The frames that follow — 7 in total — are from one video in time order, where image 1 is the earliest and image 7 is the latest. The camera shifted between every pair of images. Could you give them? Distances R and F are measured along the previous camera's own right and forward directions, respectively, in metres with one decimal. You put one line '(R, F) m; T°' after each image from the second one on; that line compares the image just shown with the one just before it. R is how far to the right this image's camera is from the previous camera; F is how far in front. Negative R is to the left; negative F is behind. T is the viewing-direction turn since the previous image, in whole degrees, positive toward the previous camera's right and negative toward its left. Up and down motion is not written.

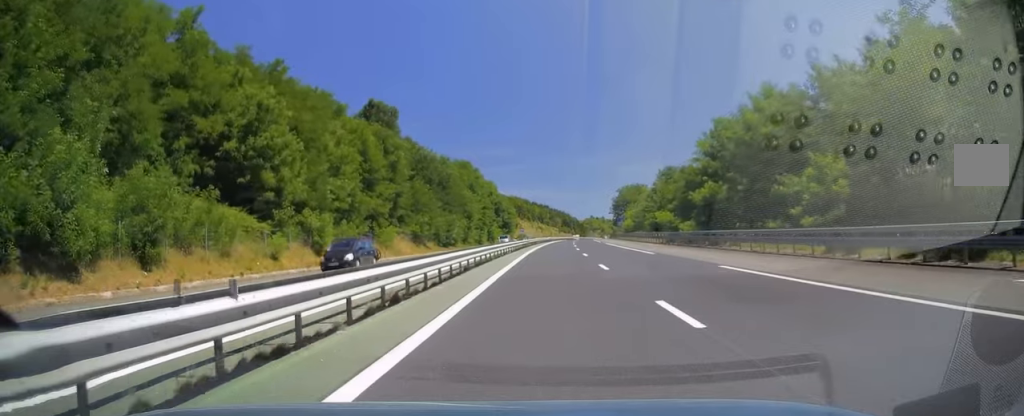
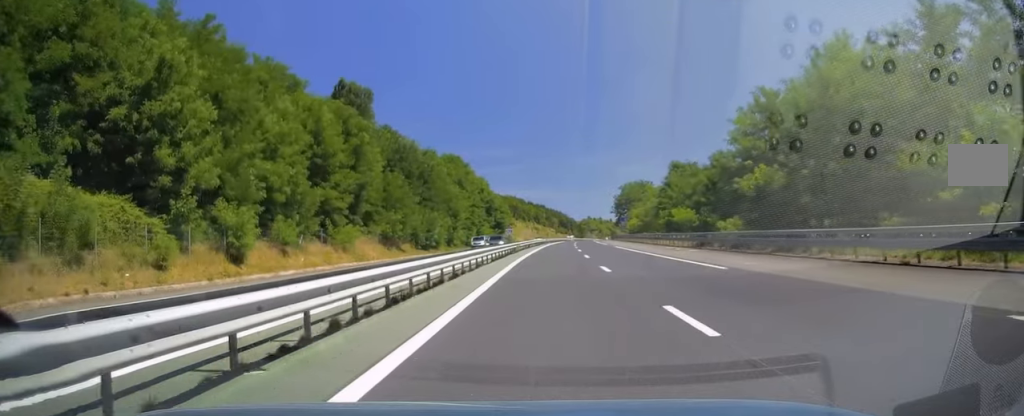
(+0.1, +13.7) m; +1°
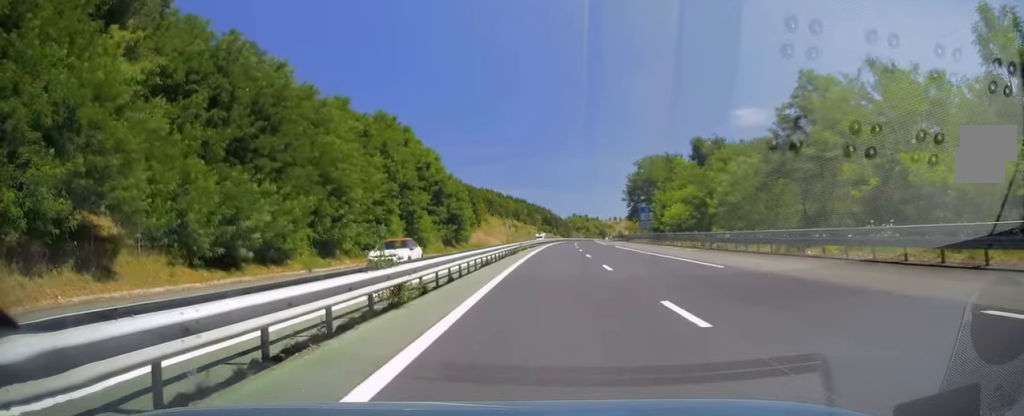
(+0.7, +51.3) m; +2°
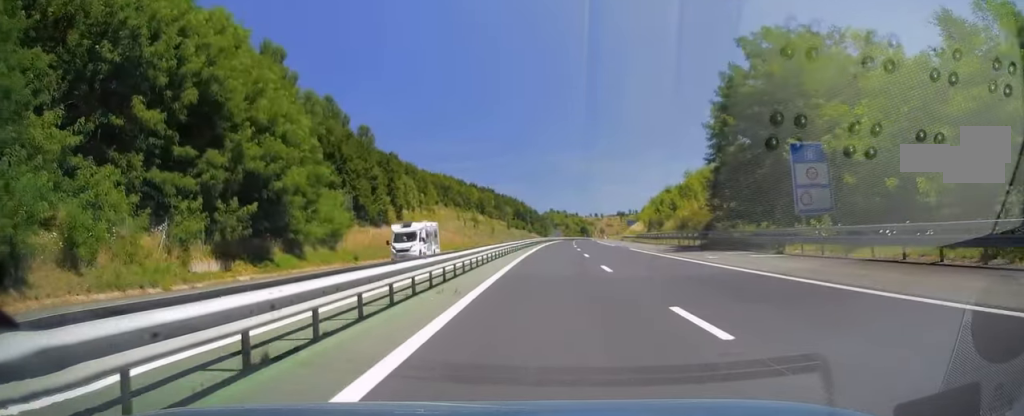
(+0.5, +66.0) m; +1°
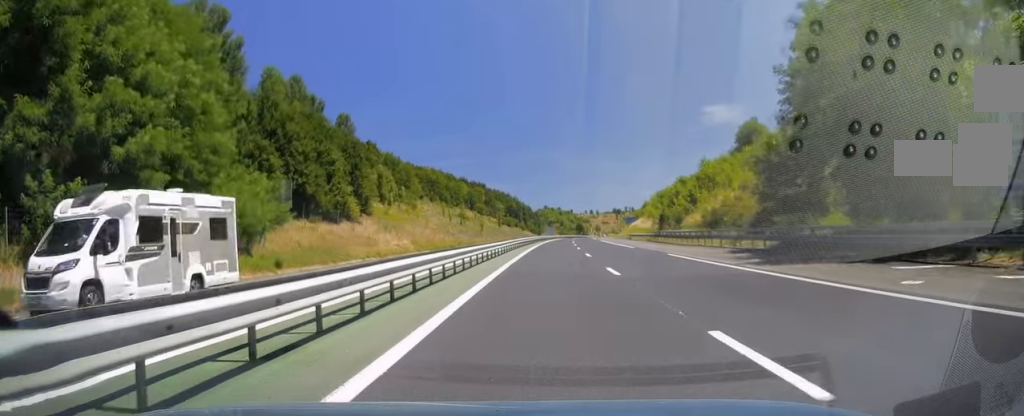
(+0.2, +15.7) m; +1°
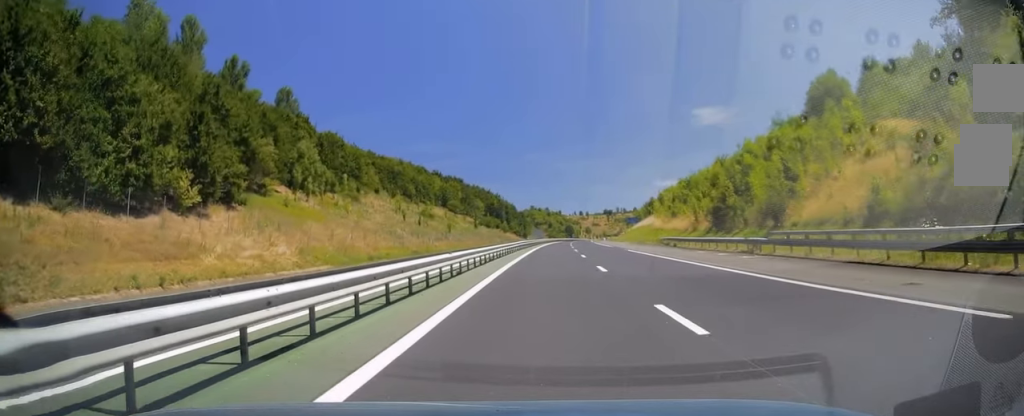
(+0.7, +35.9) m; +2°
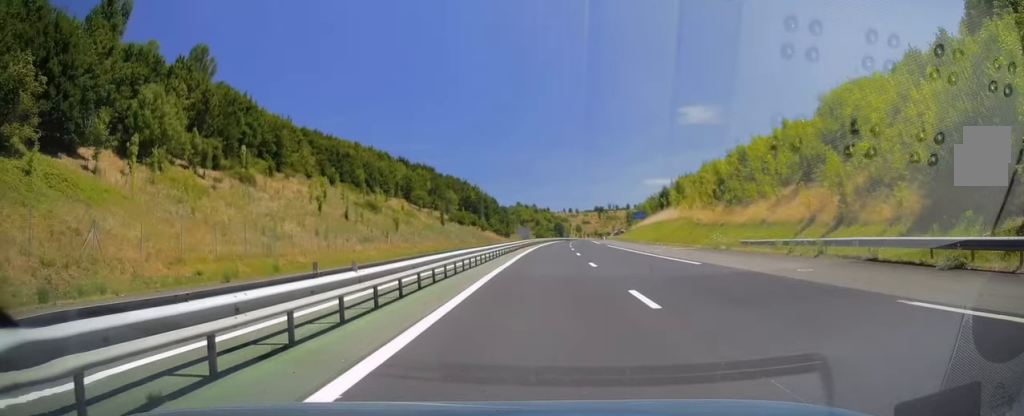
(+0.2, +36.5) m; +1°
